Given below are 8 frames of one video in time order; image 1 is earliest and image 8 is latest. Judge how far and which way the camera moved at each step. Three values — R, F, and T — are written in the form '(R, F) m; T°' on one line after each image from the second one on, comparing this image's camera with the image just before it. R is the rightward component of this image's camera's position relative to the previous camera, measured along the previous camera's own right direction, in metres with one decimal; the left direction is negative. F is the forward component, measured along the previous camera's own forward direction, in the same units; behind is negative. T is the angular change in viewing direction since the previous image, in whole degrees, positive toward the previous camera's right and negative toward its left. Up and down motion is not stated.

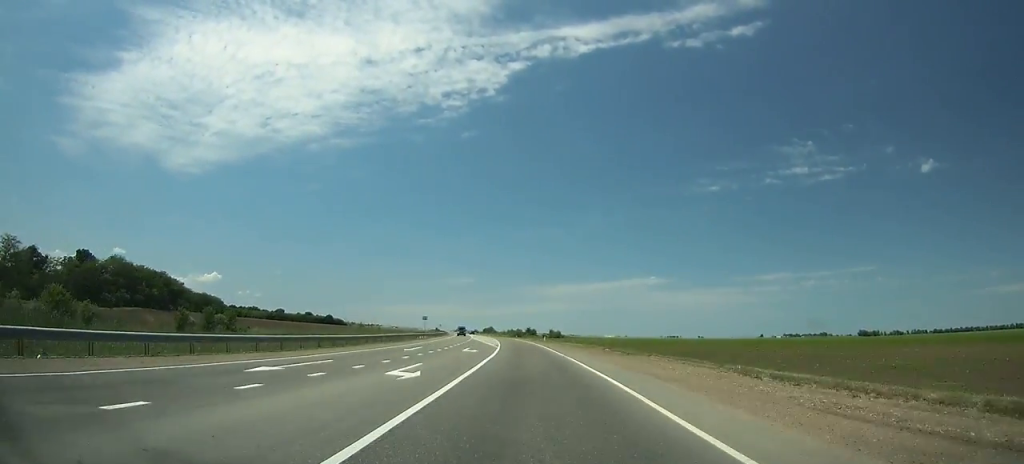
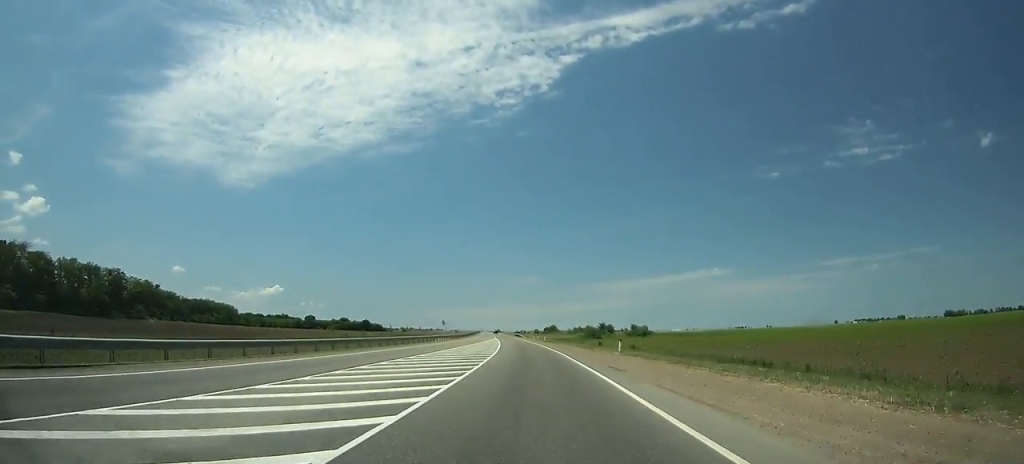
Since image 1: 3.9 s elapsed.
(-6.0, +106.4) m; -6°
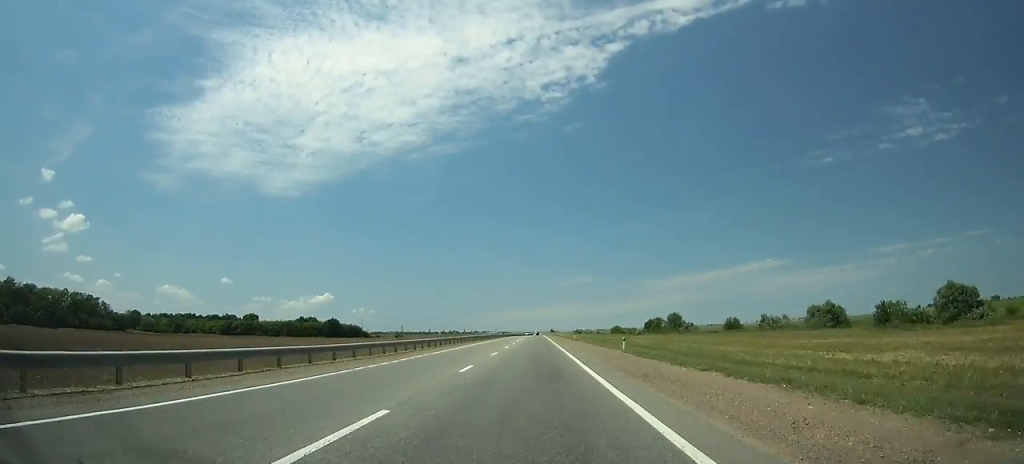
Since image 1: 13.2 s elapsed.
(-16.5, +258.1) m; -5°
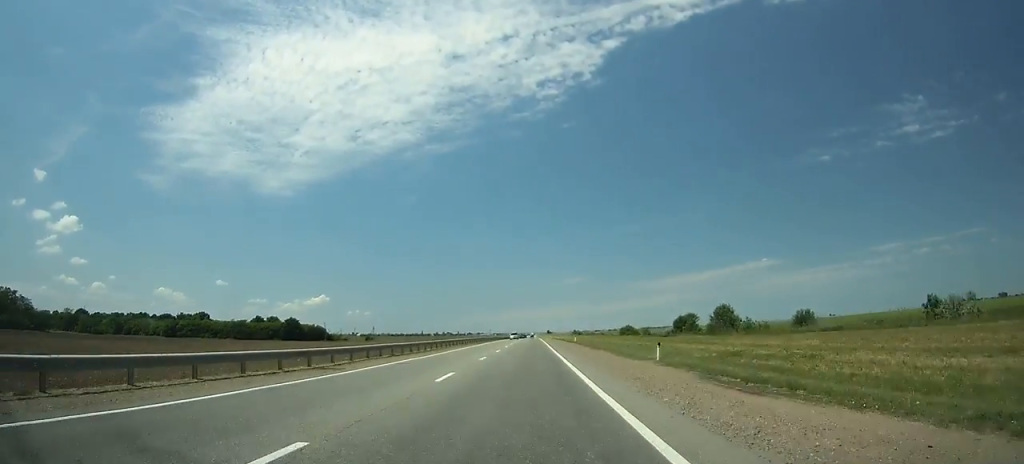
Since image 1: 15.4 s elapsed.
(0.0, +61.6) m; 0°
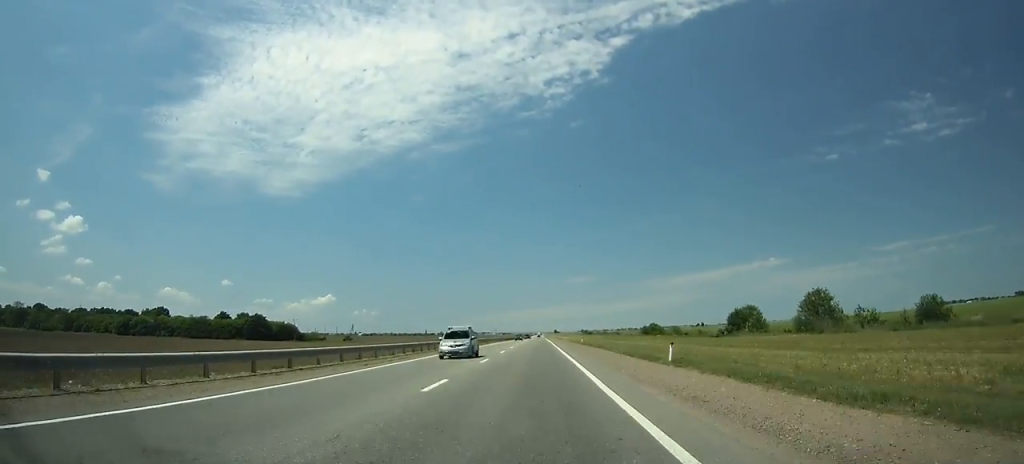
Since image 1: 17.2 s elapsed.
(0.0, +50.4) m; 0°
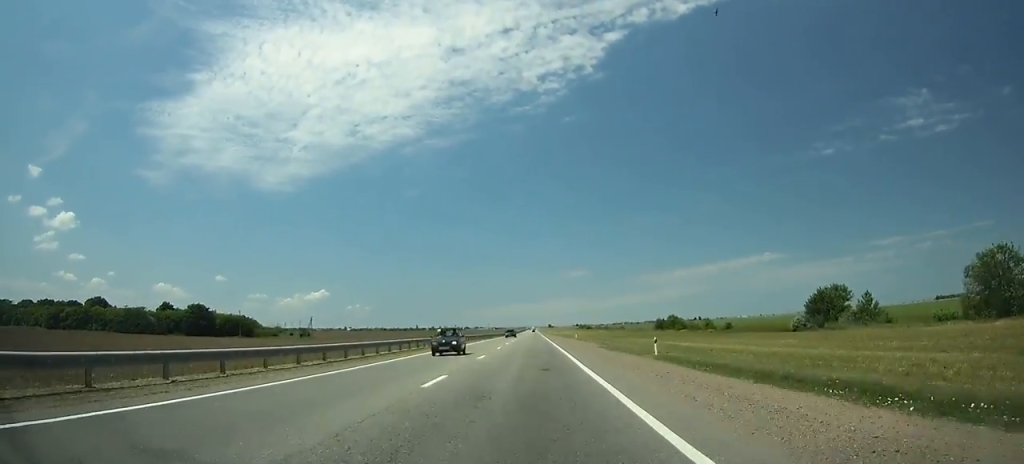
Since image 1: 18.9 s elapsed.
(-0.1, +47.7) m; 0°
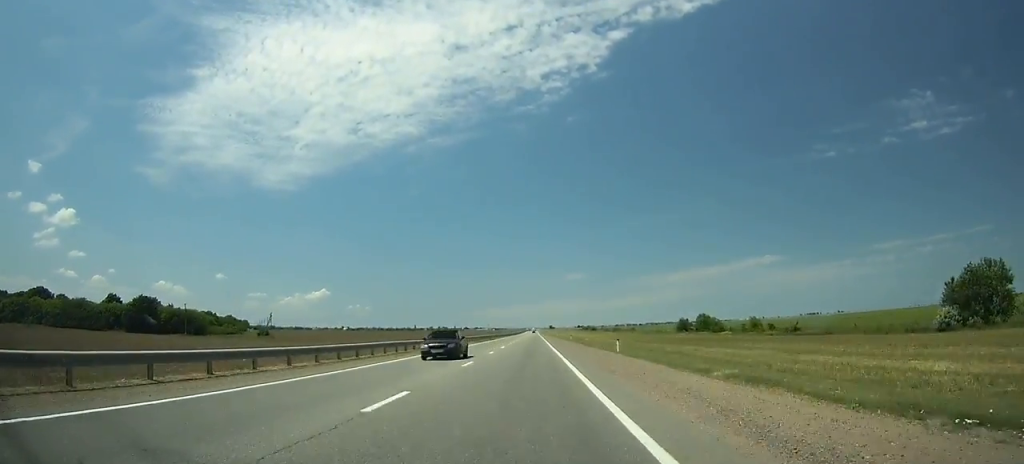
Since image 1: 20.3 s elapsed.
(0.0, +39.4) m; 0°
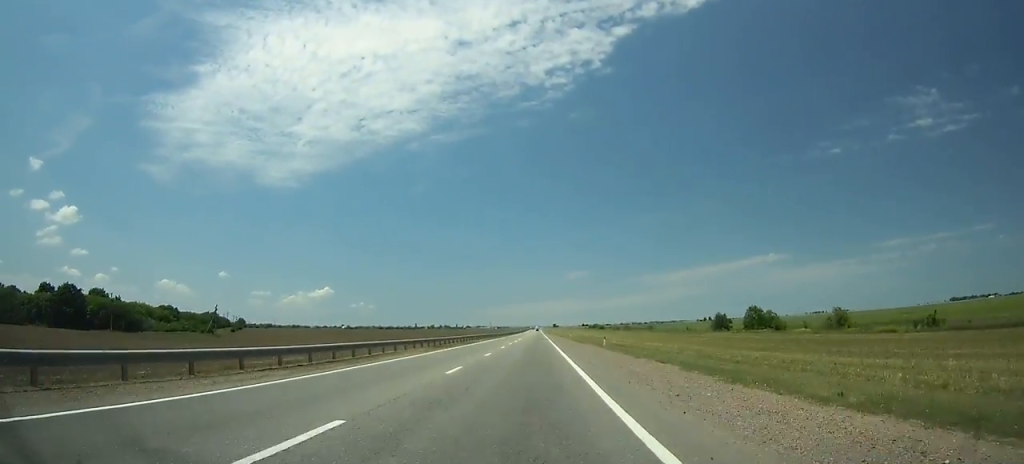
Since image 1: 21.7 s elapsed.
(+0.1, +39.5) m; 0°
